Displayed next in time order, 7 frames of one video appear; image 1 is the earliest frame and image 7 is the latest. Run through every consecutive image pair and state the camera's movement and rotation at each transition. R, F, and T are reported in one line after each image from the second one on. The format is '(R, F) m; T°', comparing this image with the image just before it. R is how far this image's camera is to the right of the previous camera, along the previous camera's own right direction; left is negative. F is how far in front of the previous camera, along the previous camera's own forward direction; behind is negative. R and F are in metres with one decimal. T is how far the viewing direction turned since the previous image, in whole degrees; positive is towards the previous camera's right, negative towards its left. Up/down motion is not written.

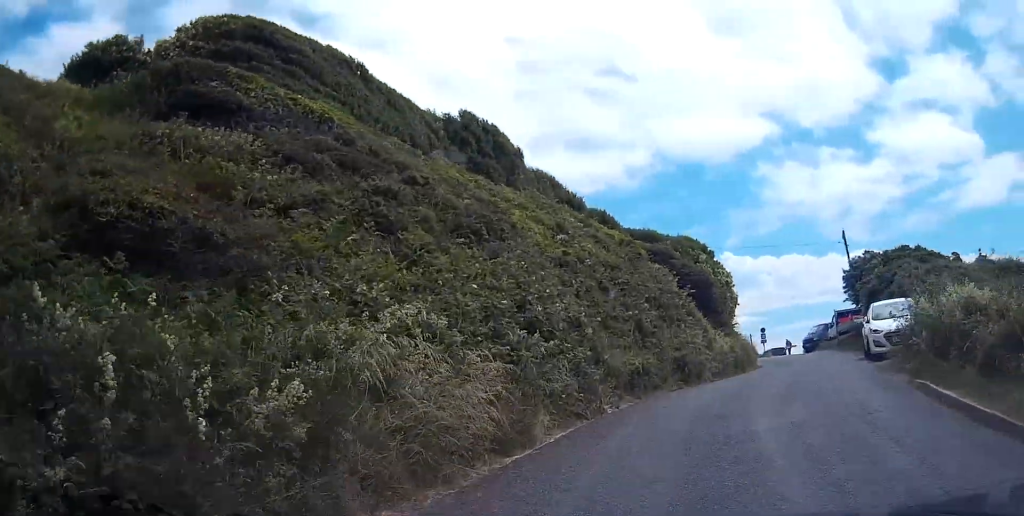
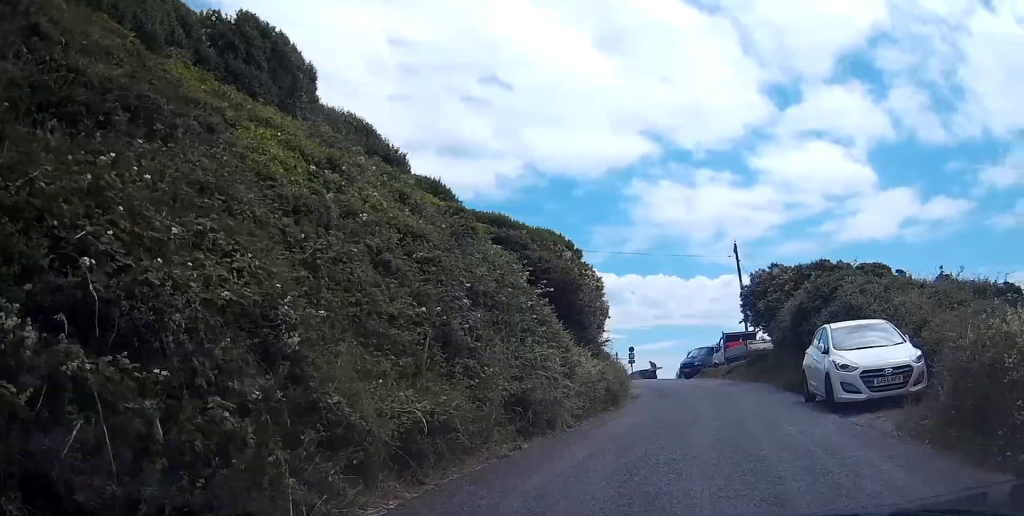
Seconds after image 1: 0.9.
(+0.8, +6.8) m; +12°
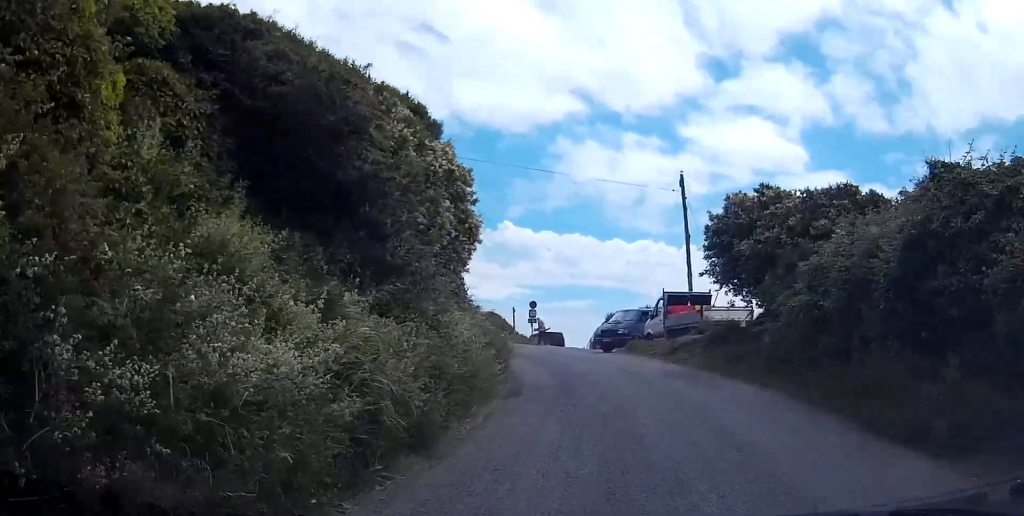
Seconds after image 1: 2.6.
(+2.2, +12.4) m; +16°
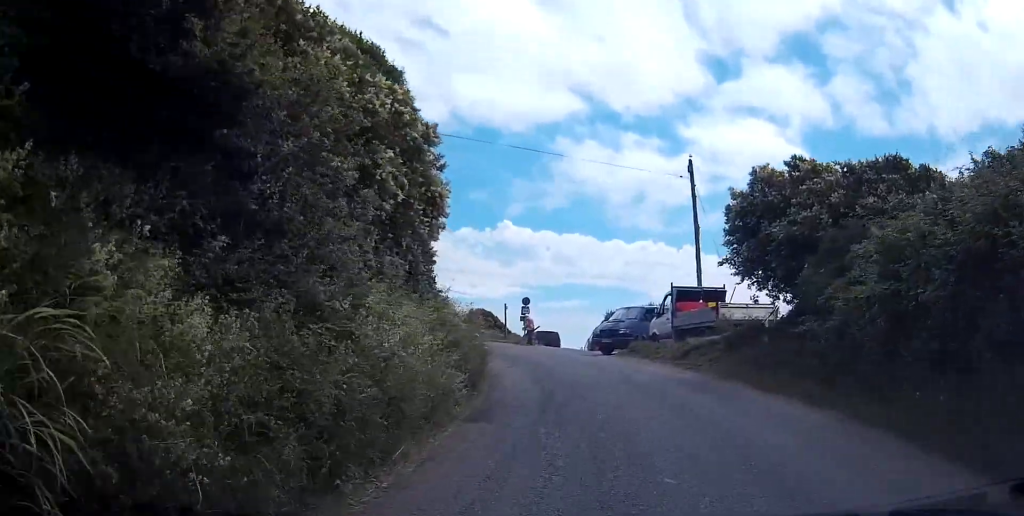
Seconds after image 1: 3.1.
(+0.1, +3.5) m; +3°
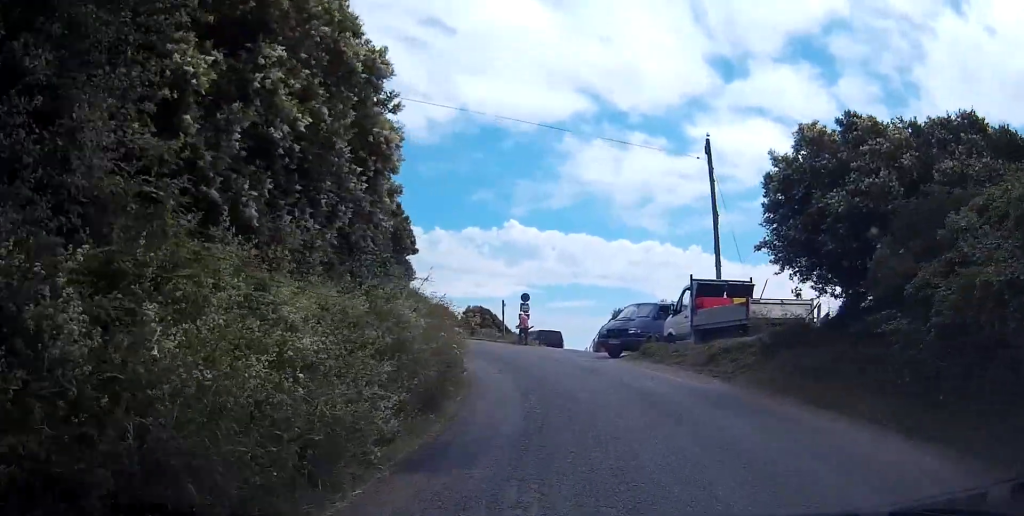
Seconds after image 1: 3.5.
(+0.1, +3.7) m; +2°
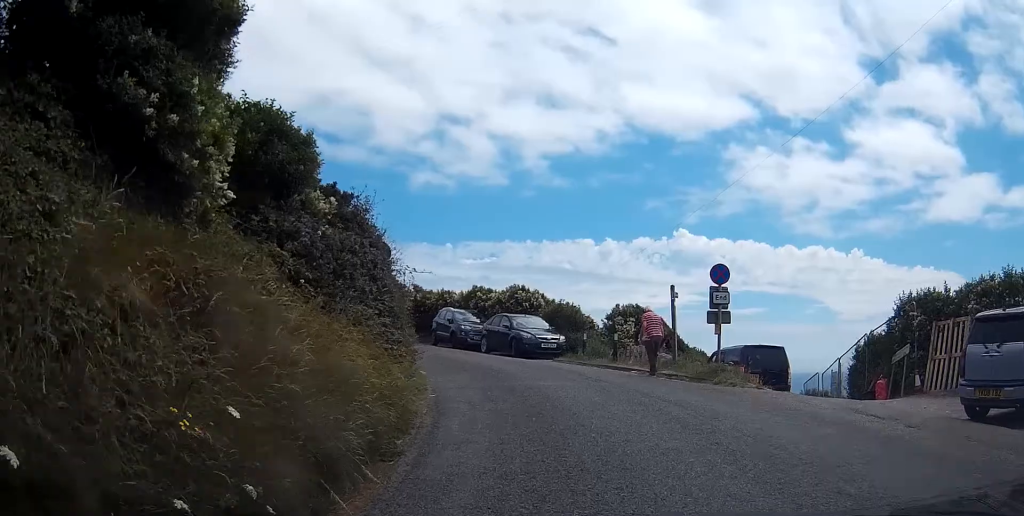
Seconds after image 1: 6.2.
(+0.7, +22.3) m; -3°
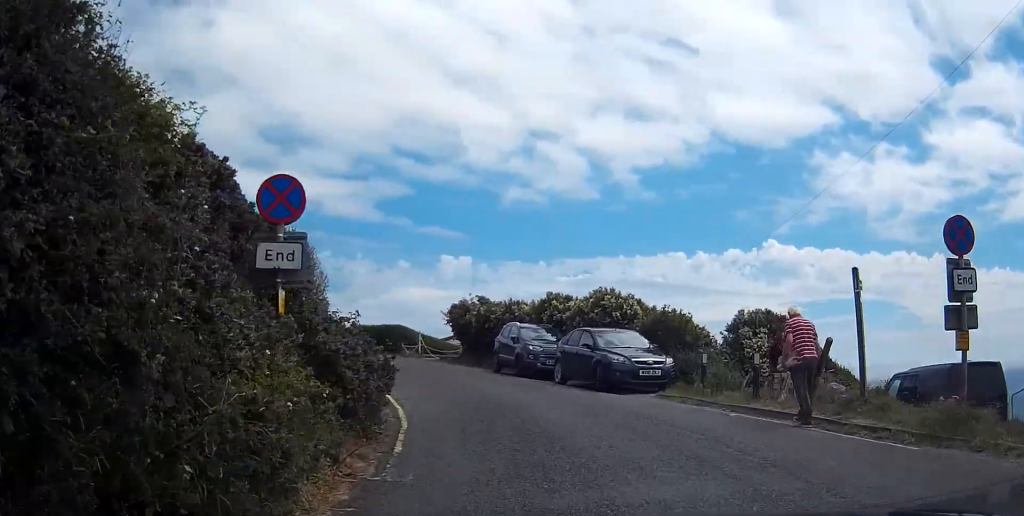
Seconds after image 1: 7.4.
(-0.6, +8.4) m; -7°
